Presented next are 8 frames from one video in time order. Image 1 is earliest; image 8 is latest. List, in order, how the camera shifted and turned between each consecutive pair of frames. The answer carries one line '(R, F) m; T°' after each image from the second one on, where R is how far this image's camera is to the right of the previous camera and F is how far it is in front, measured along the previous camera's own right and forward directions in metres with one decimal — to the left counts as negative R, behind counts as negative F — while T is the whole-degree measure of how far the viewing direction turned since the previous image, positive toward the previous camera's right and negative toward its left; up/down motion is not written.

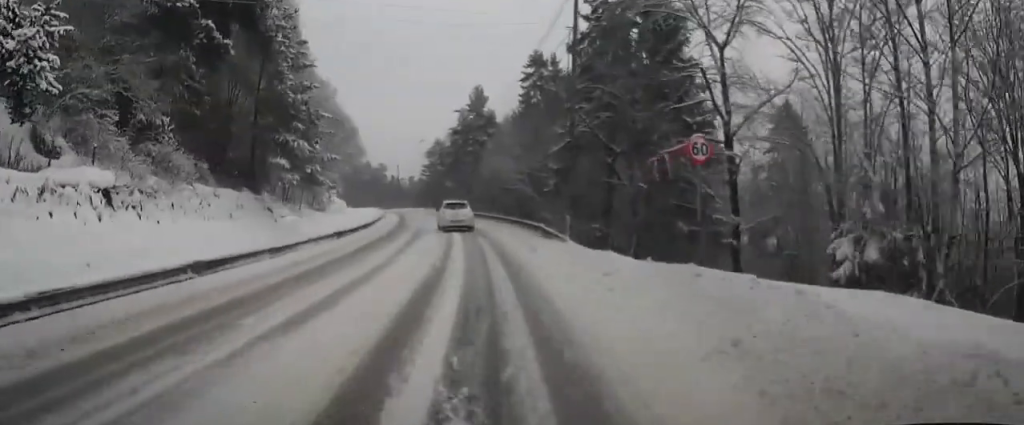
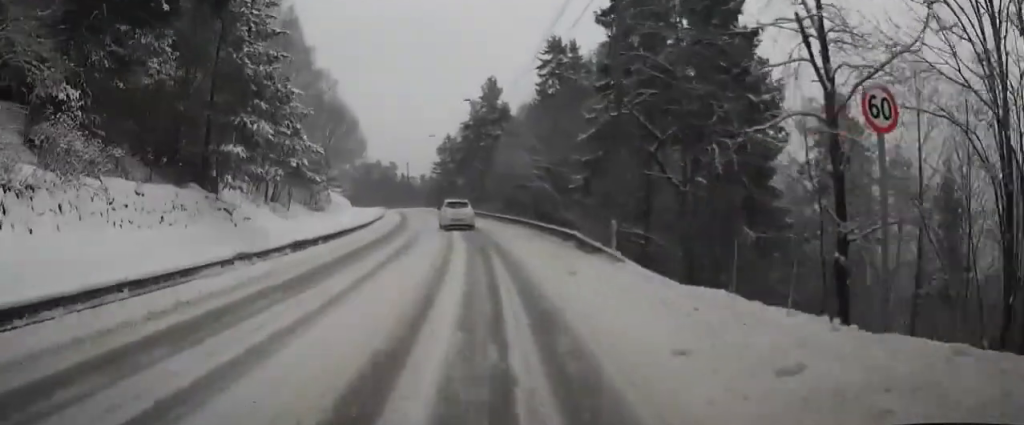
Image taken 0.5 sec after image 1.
(0.0, +6.3) m; -1°
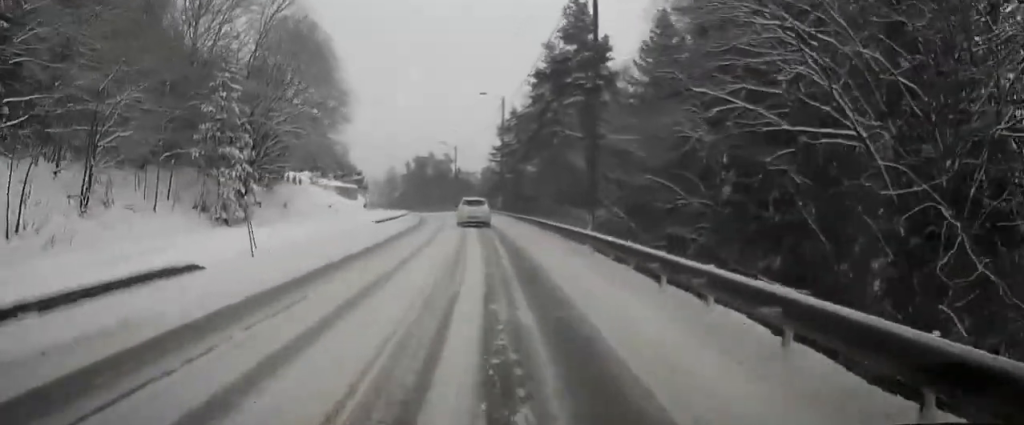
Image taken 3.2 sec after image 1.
(-1.7, +34.5) m; -6°
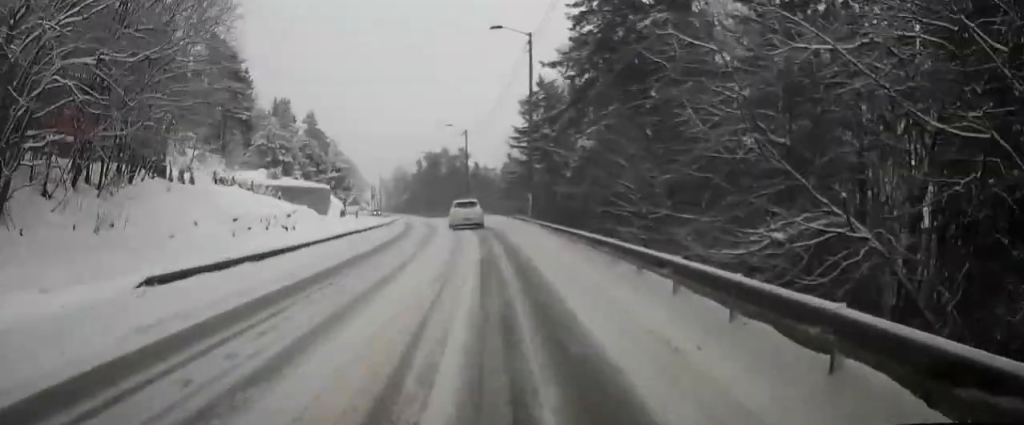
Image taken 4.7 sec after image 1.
(-1.1, +20.3) m; -4°
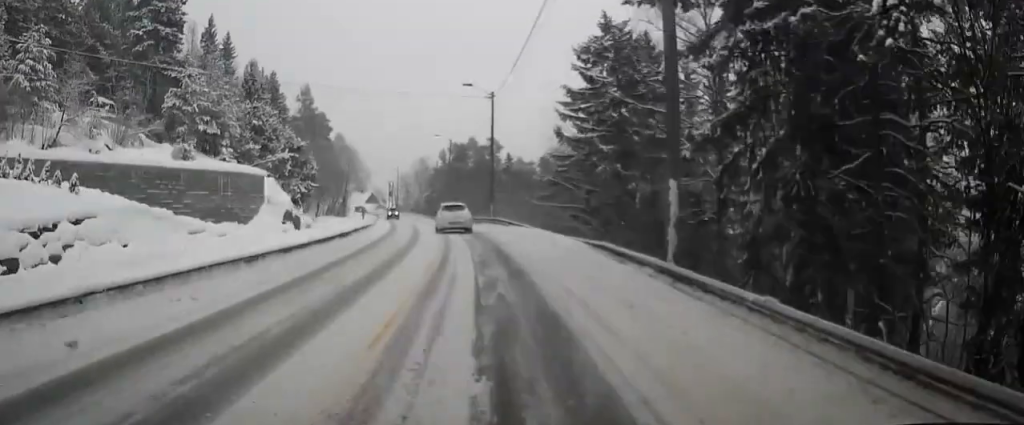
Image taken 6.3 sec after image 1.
(0.0, +21.7) m; -2°
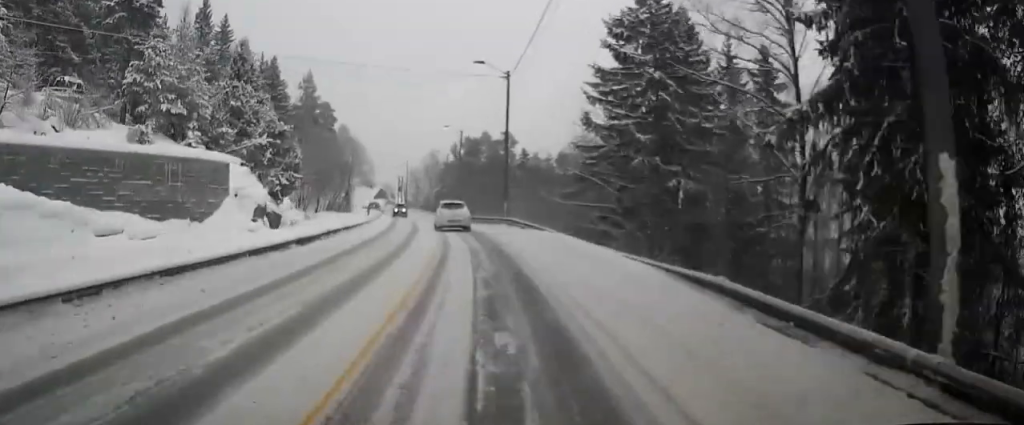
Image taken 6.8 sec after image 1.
(-0.1, +6.2) m; -1°
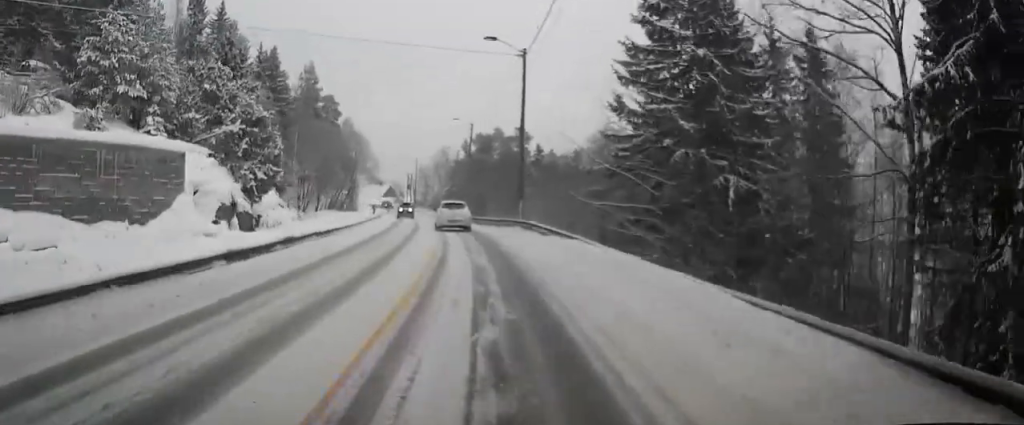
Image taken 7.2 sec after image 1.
(0.0, +5.3) m; -1°
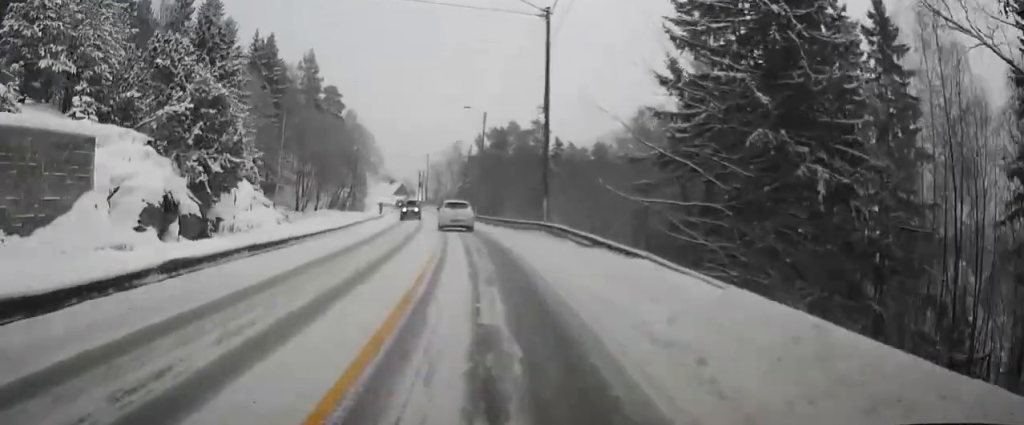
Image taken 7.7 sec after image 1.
(+0.1, +6.7) m; -1°
